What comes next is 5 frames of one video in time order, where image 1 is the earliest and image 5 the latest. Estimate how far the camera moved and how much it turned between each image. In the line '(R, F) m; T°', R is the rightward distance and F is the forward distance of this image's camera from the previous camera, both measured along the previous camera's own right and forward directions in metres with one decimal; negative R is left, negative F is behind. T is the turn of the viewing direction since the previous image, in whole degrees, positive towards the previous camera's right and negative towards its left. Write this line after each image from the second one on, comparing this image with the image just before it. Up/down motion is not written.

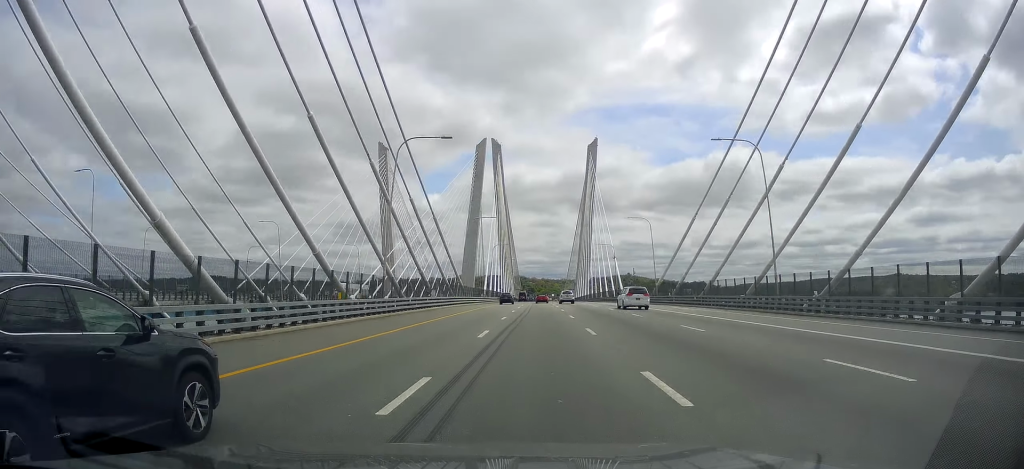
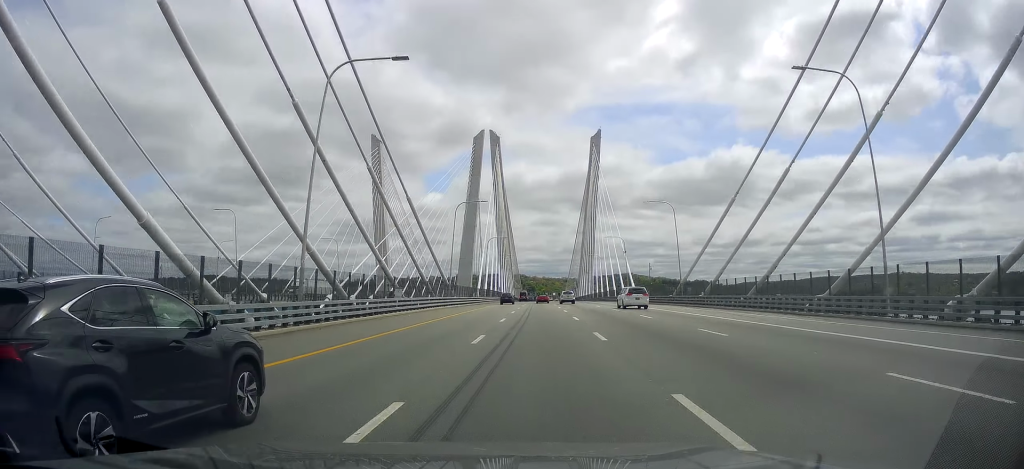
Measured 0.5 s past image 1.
(0.0, +14.5) m; 0°
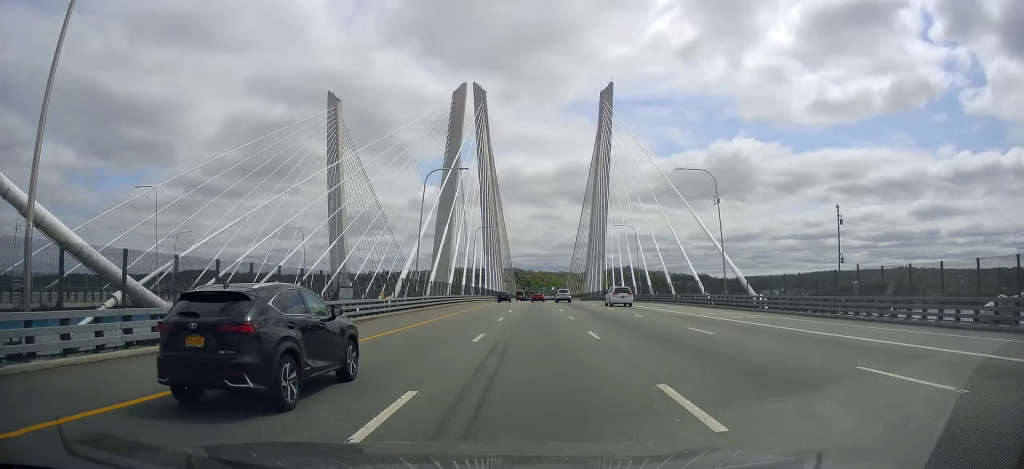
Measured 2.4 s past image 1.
(0.0, +60.0) m; +1°
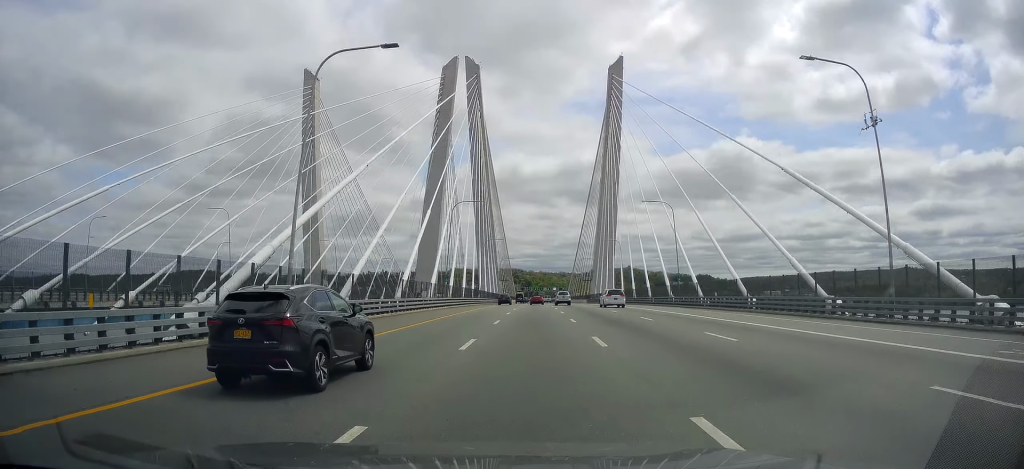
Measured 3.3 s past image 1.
(+0.5, +26.9) m; -1°
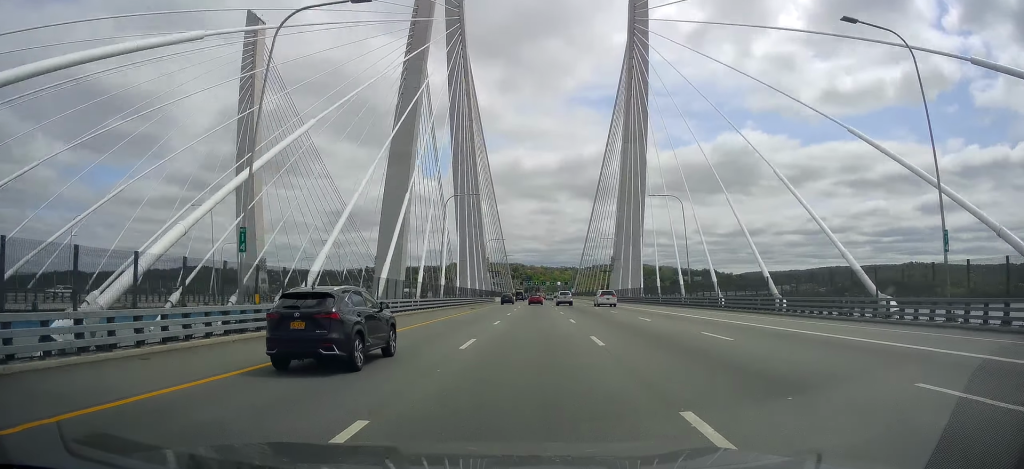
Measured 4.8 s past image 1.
(-1.1, +48.3) m; -1°
